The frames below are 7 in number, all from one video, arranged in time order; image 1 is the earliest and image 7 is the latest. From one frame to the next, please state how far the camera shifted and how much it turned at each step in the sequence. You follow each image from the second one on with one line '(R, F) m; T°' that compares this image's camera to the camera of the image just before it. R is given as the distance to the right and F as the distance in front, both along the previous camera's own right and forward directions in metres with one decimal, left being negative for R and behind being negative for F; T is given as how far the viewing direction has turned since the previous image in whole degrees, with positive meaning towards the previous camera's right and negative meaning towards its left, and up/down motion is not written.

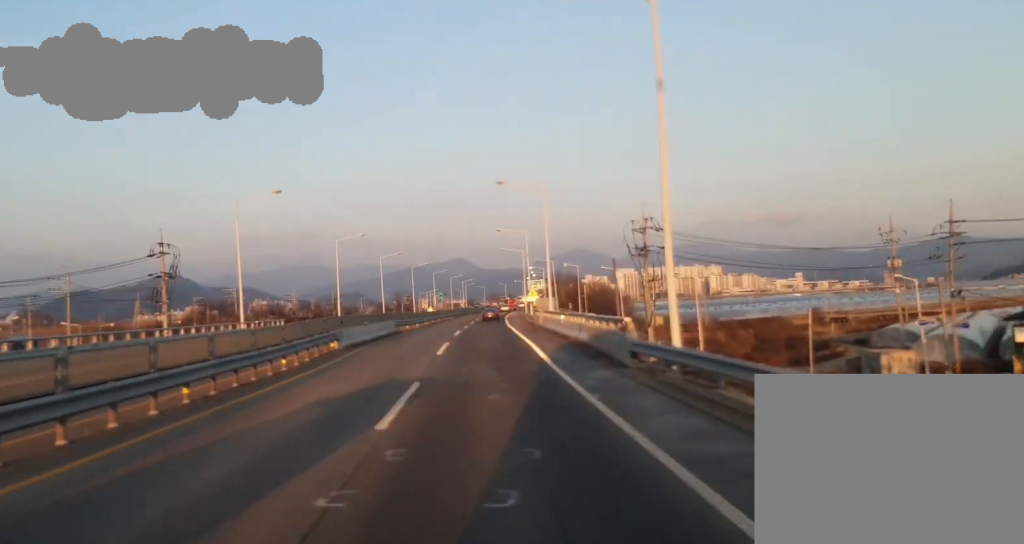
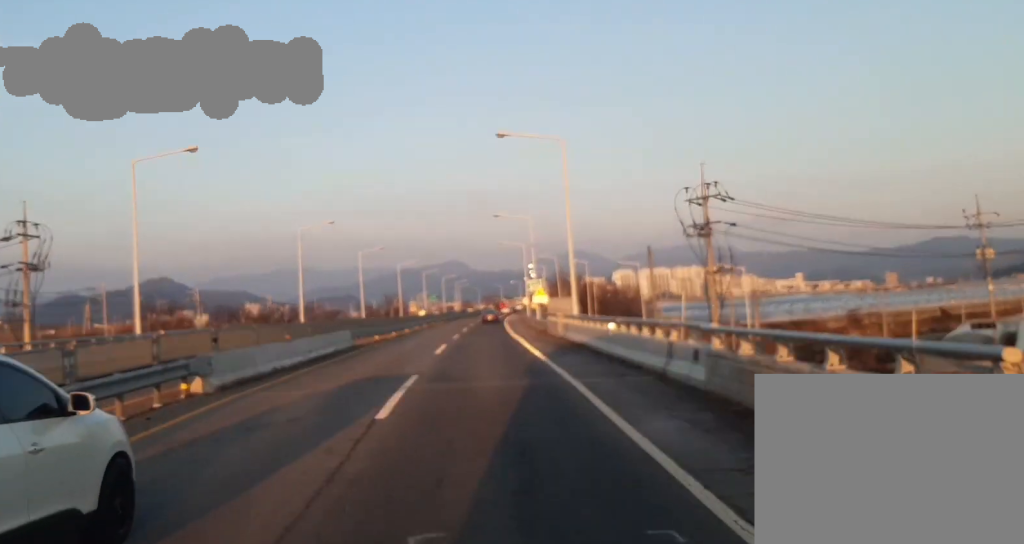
(0.0, +18.8) m; 0°
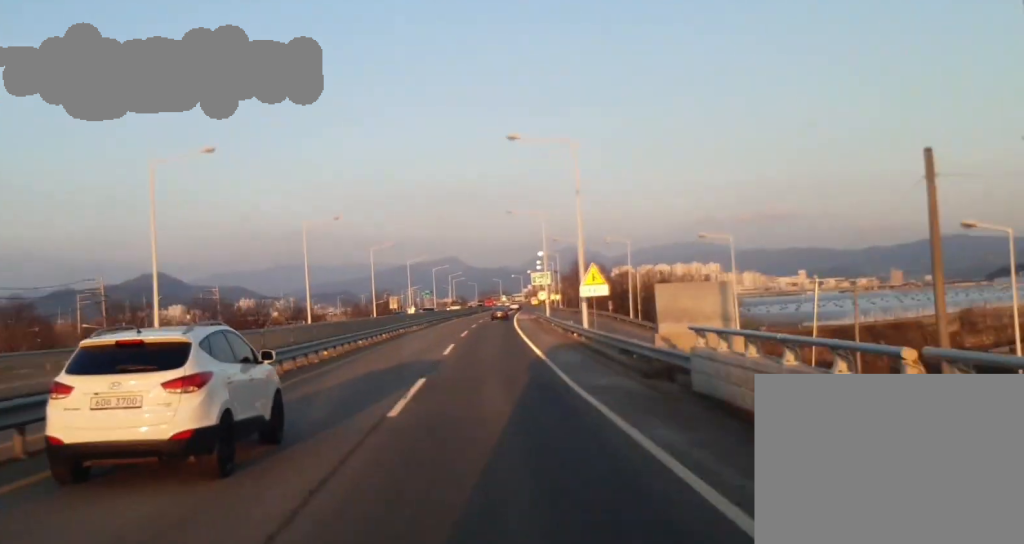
(-0.1, +40.4) m; 0°
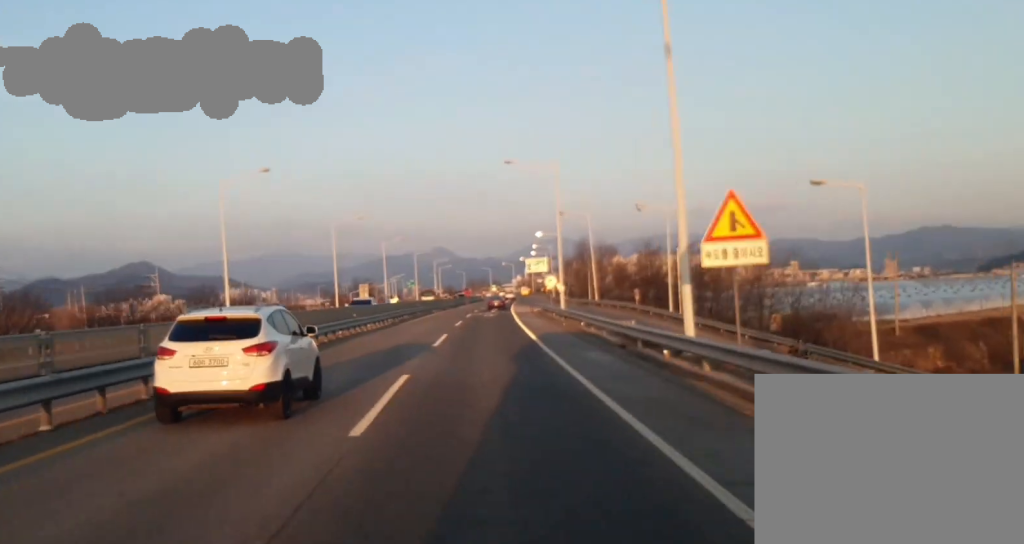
(0.0, +24.4) m; 0°
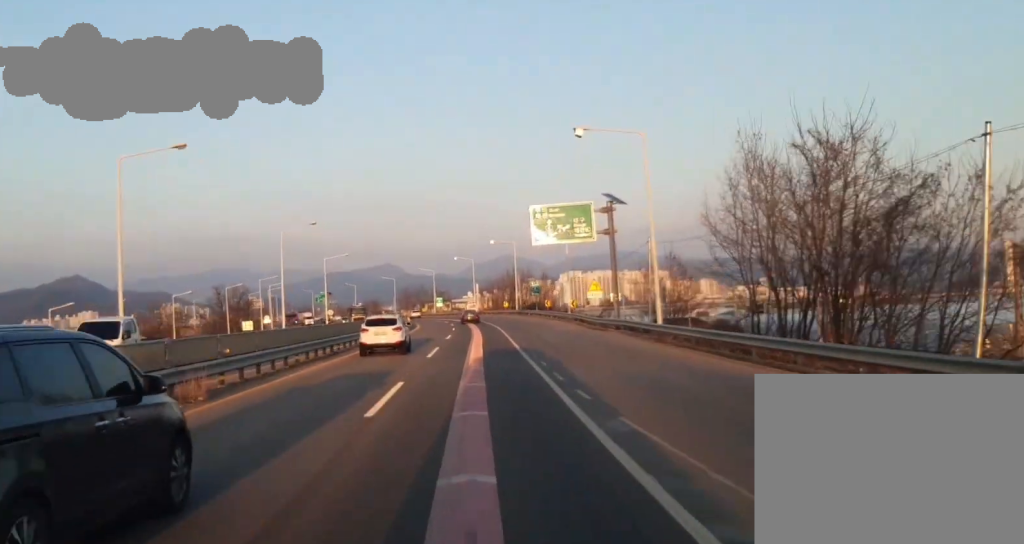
(+2.4, +138.5) m; +2°
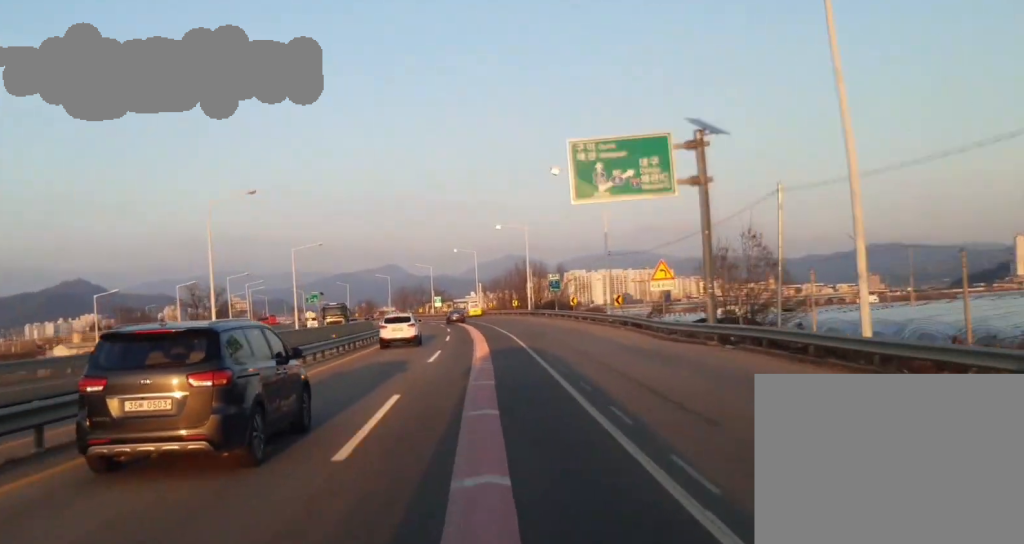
(0.0, +24.5) m; 0°
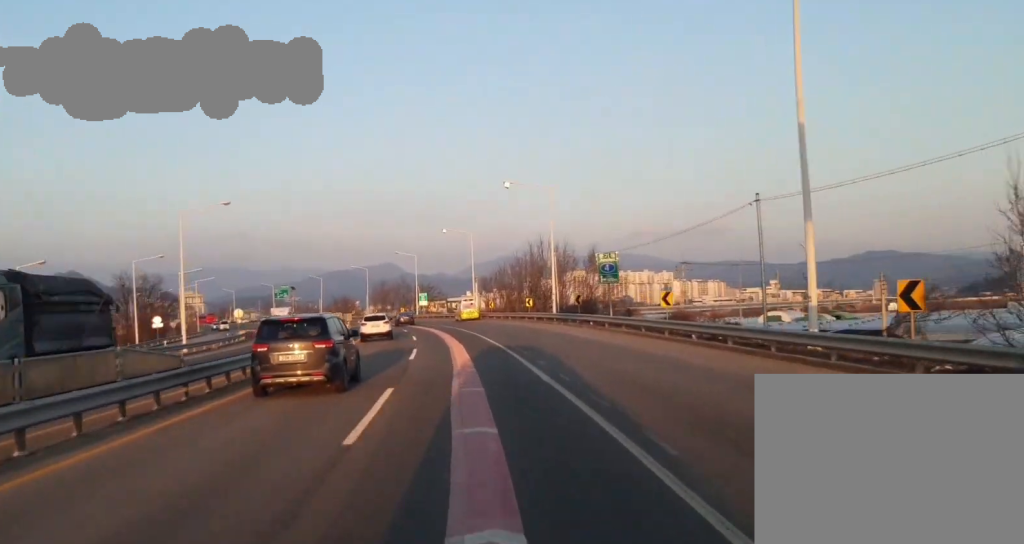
(-0.1, +40.4) m; 0°
